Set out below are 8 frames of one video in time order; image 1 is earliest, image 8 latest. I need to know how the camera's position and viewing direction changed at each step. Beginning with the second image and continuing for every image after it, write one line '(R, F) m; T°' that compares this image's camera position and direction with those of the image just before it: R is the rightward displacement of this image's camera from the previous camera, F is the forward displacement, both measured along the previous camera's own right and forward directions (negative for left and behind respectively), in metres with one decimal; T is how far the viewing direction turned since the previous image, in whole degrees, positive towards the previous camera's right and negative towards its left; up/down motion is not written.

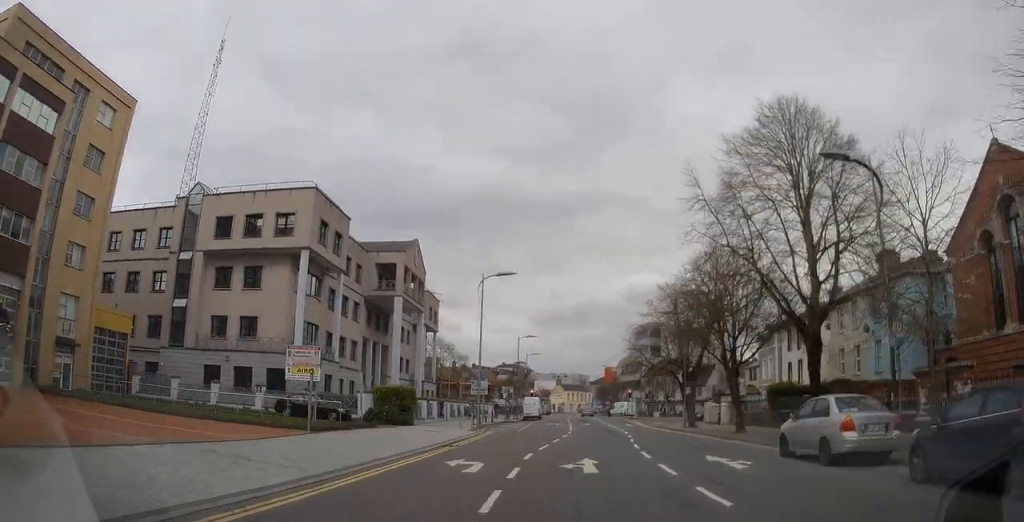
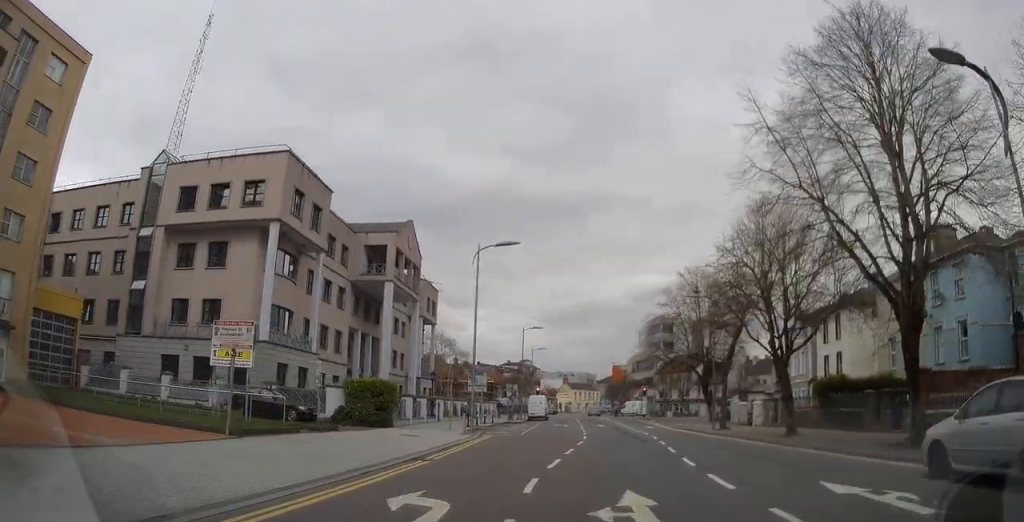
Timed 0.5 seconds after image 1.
(0.0, +6.6) m; 0°
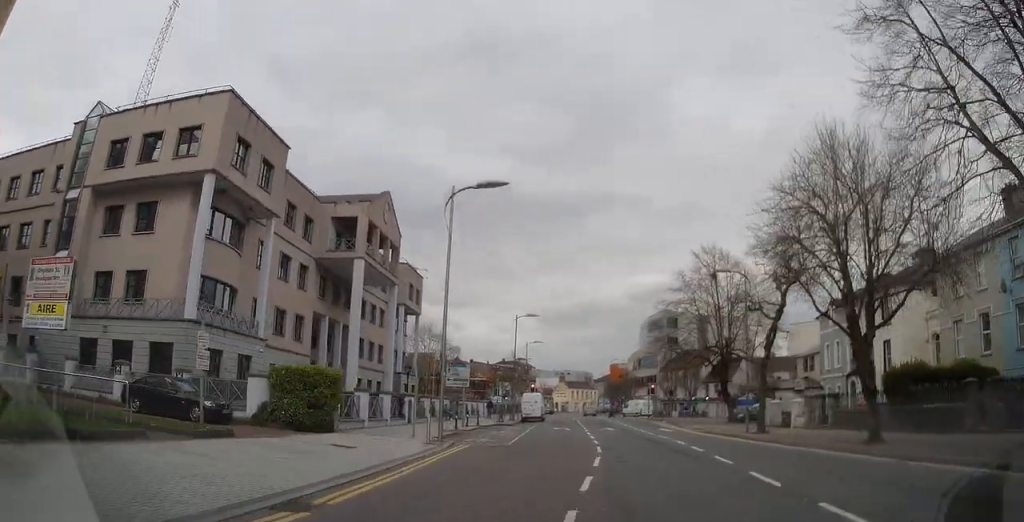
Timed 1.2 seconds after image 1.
(0.0, +8.3) m; 0°
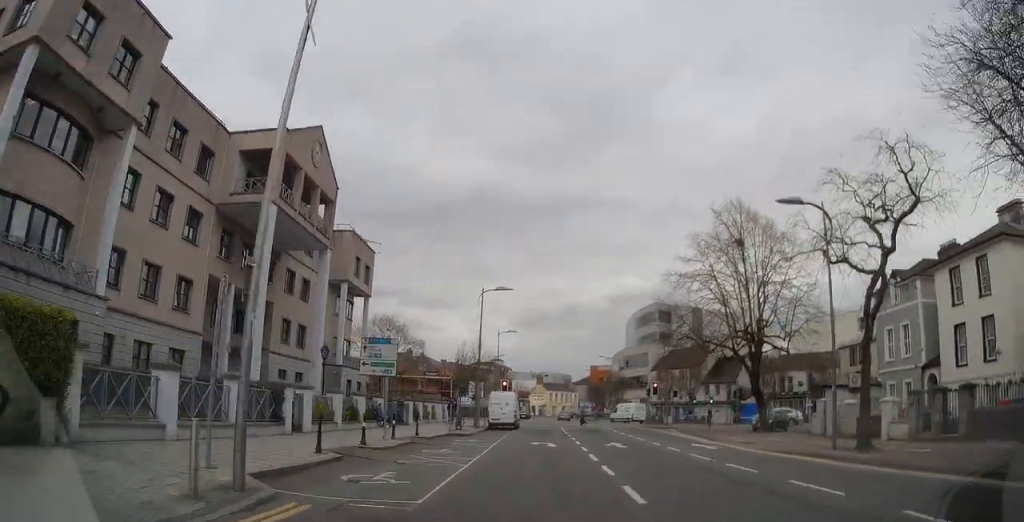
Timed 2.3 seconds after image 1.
(-0.1, +13.8) m; 0°
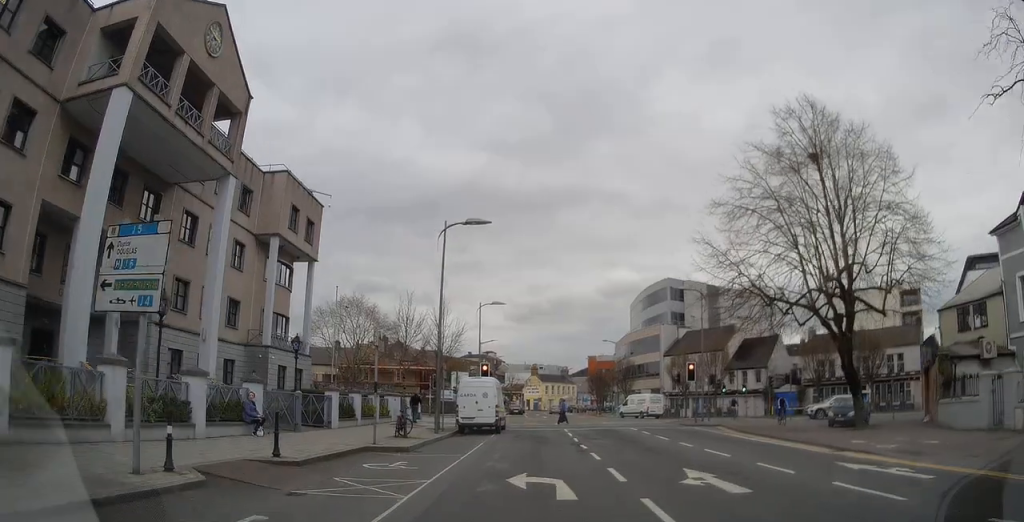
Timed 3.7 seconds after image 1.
(+0.3, +15.0) m; +2°
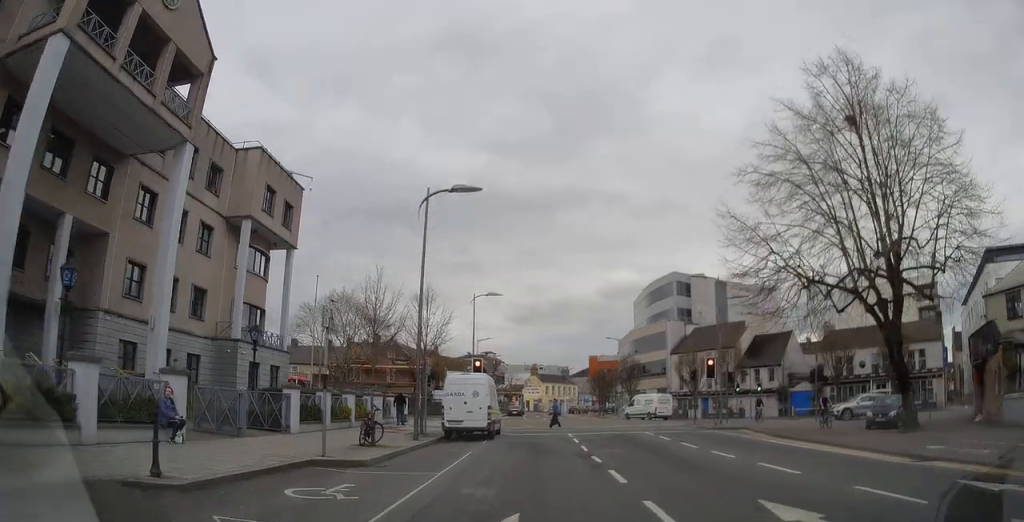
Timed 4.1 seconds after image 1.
(0.0, +4.9) m; +1°
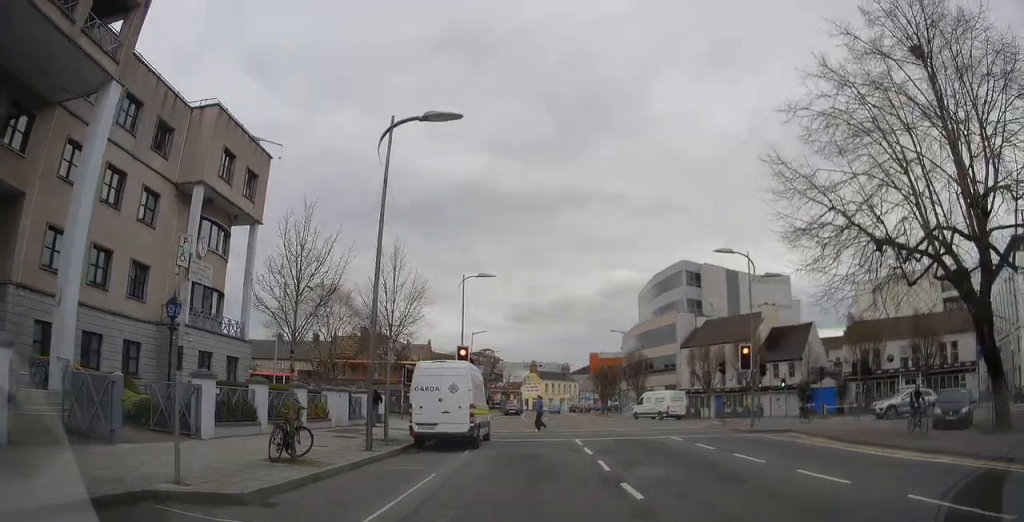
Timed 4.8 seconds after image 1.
(+0.1, +6.6) m; 0°
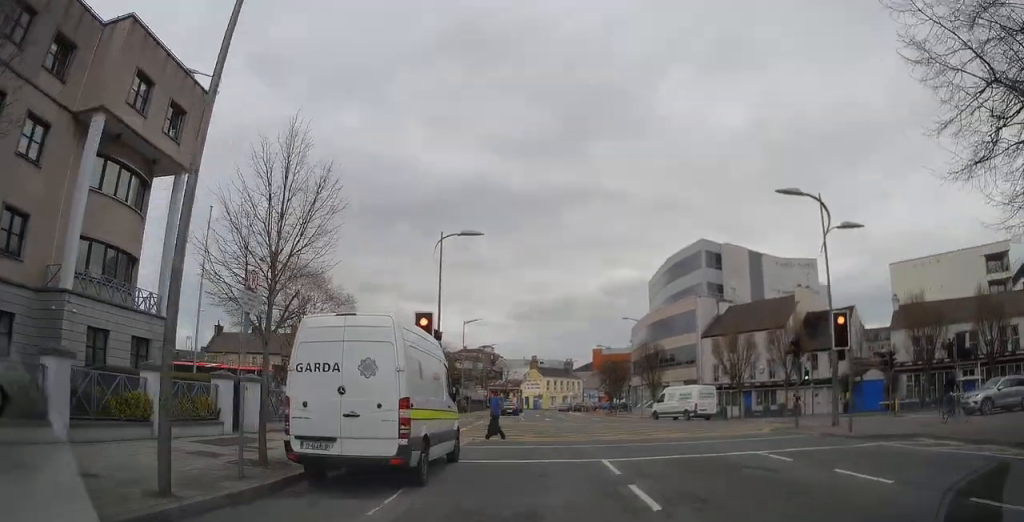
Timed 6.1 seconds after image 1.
(-0.1, +10.9) m; -3°
